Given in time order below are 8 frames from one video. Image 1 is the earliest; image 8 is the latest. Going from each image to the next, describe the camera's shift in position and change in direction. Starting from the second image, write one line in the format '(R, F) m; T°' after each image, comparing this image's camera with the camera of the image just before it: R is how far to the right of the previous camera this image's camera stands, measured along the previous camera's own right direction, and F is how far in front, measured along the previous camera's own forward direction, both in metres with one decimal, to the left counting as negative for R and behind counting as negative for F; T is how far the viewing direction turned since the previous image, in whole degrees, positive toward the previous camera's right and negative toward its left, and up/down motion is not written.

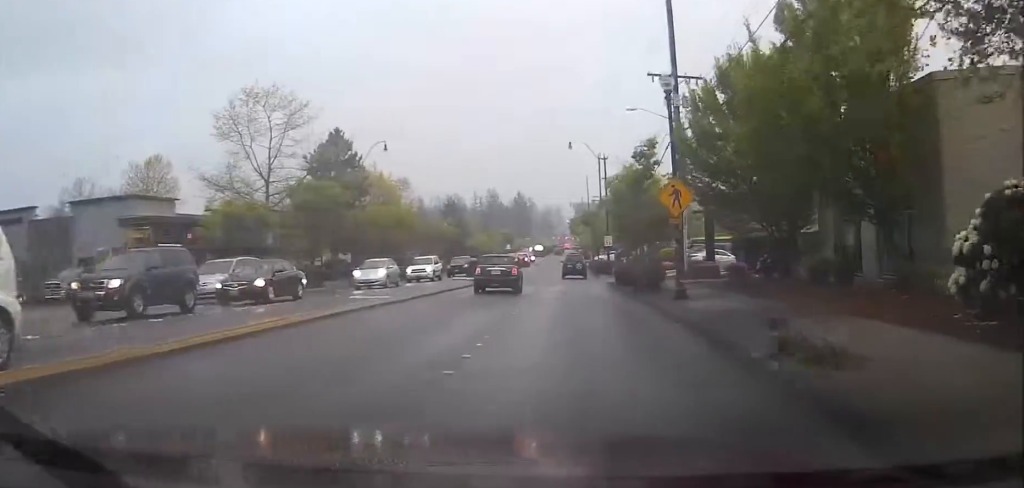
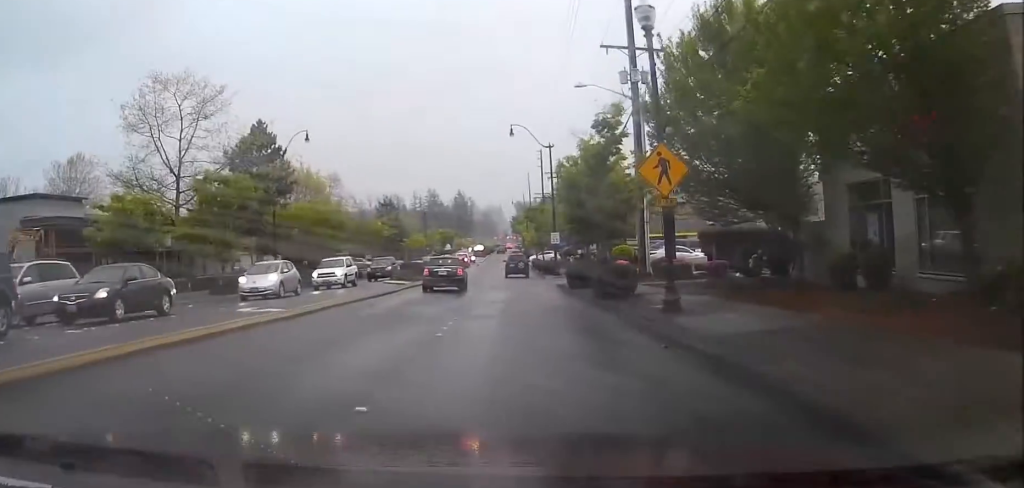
(+0.3, +5.2) m; +5°
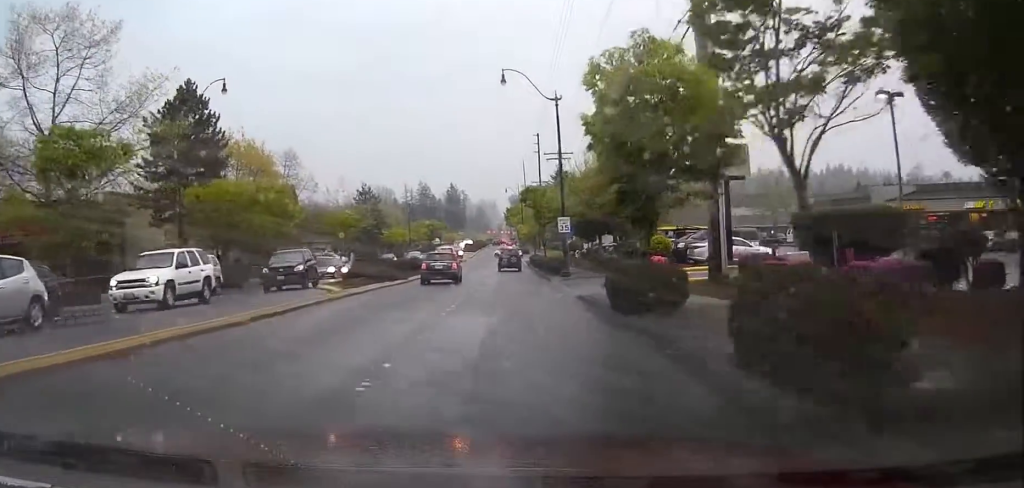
(+0.5, +14.3) m; +2°
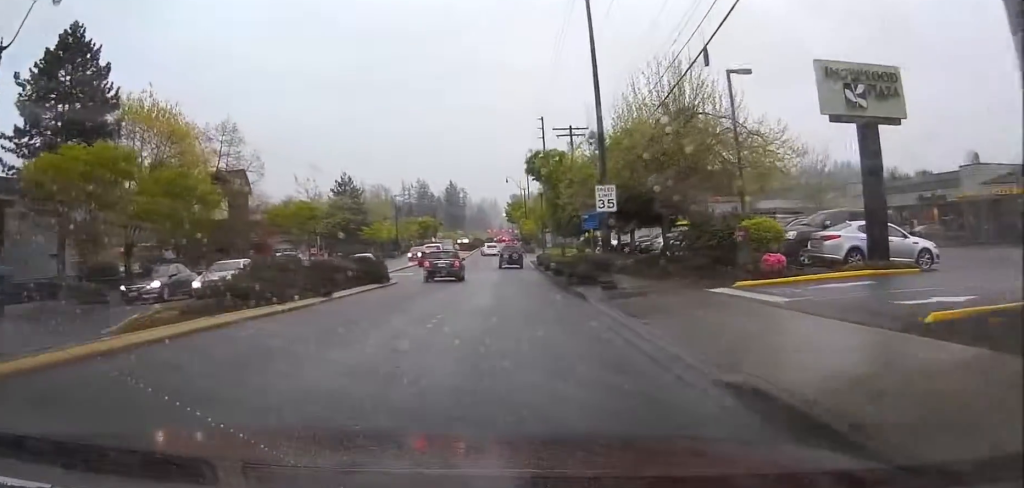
(+0.1, +16.0) m; 0°
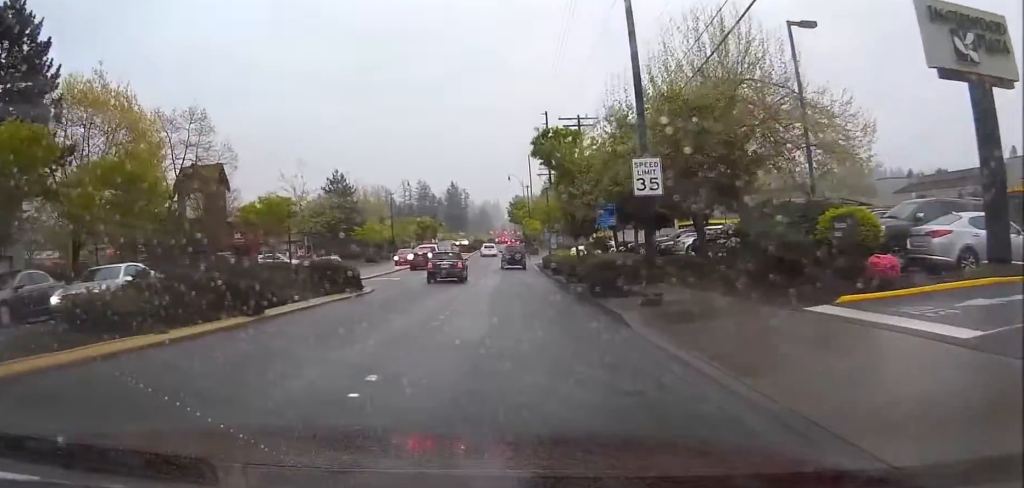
(0.0, +6.4) m; 0°
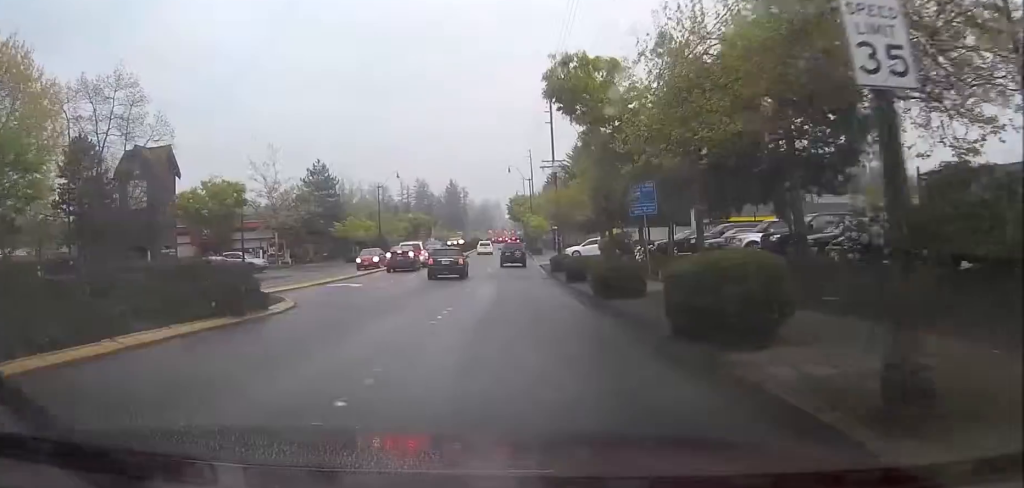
(0.0, +10.3) m; 0°
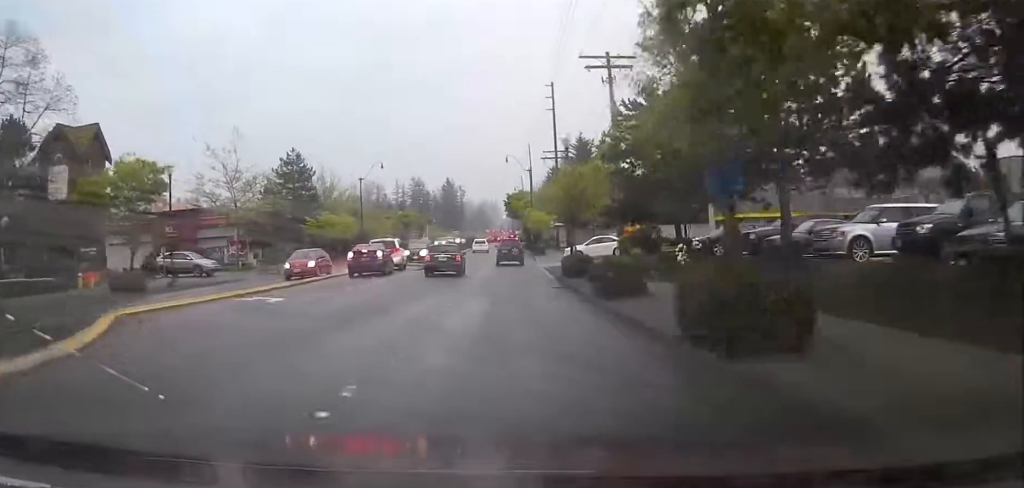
(0.0, +10.3) m; 0°
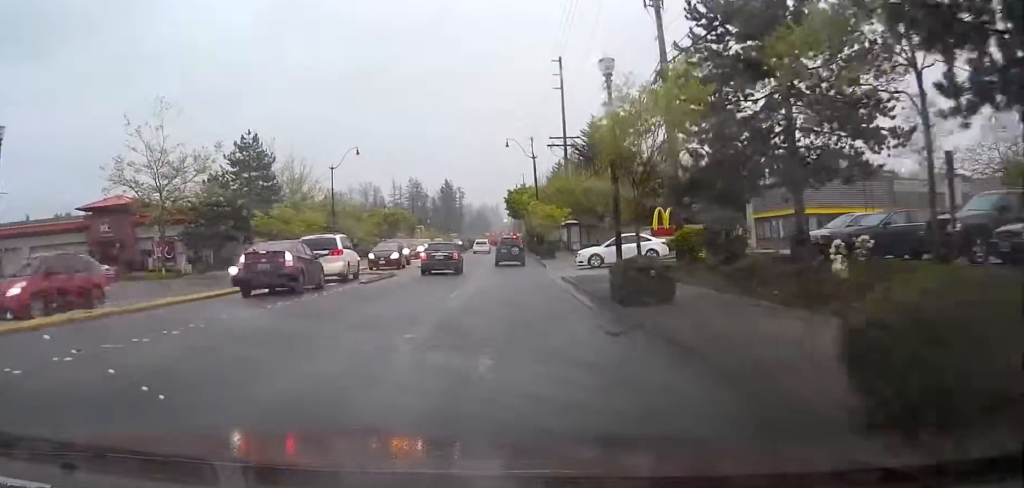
(-0.1, +14.6) m; 0°
